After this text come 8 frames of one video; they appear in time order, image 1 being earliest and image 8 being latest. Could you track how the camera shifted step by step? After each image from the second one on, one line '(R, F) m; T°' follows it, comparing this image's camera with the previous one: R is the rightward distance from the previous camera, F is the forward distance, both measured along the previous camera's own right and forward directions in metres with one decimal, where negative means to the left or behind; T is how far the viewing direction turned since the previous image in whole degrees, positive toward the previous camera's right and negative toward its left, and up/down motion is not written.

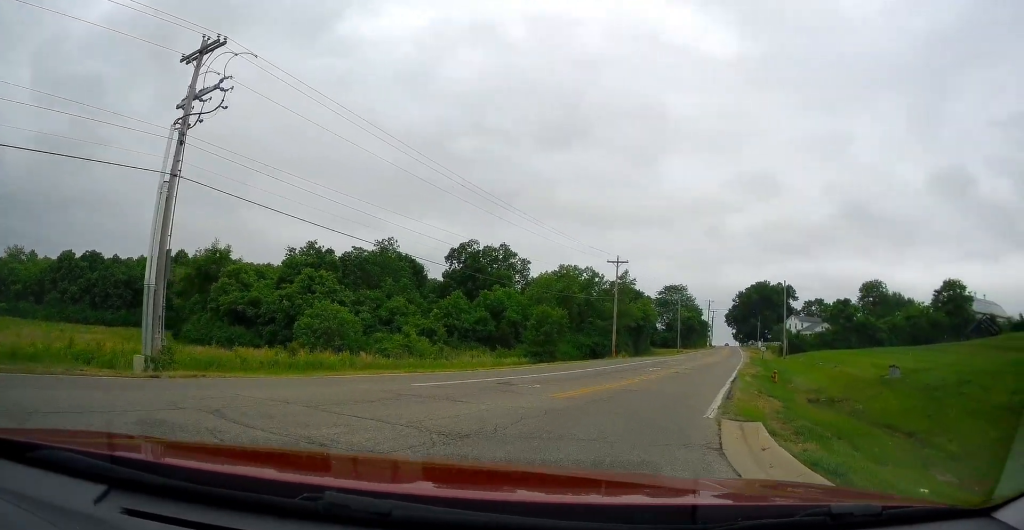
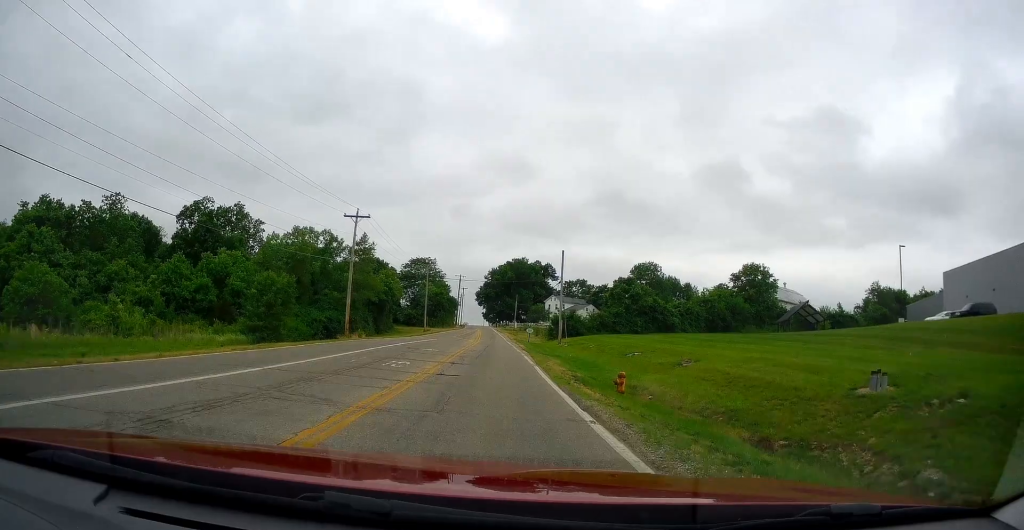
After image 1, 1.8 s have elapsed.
(+3.2, +15.4) m; +14°
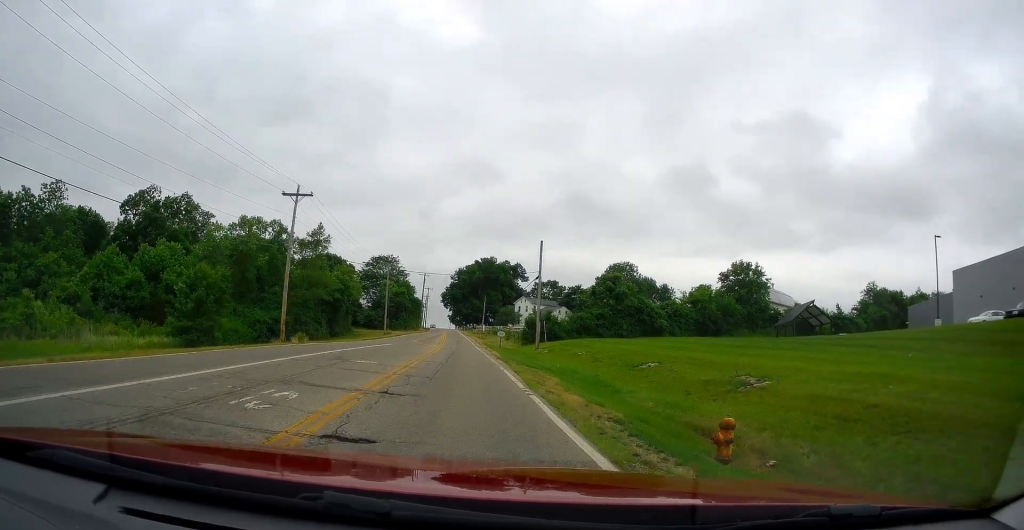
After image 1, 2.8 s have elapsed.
(0.0, +10.5) m; -2°
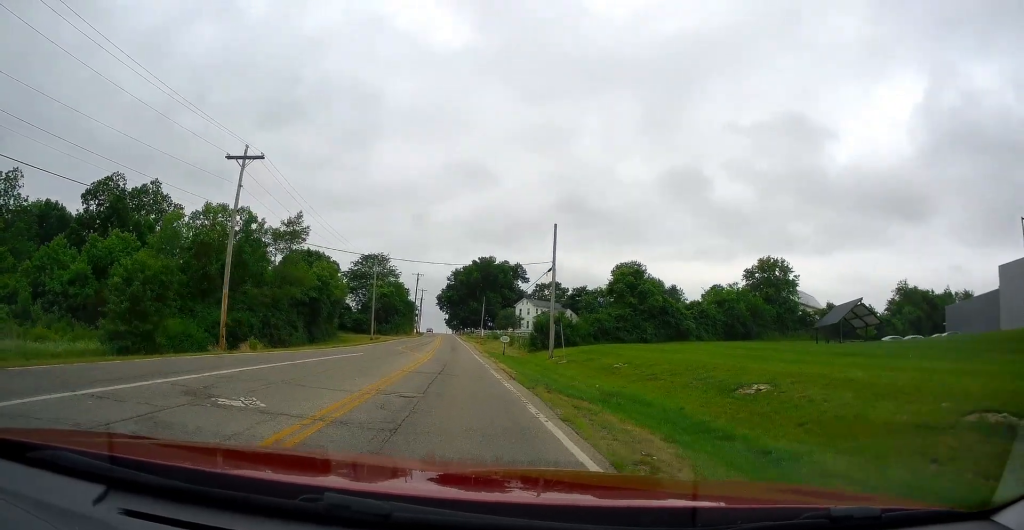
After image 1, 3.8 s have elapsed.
(-0.3, +11.5) m; -3°
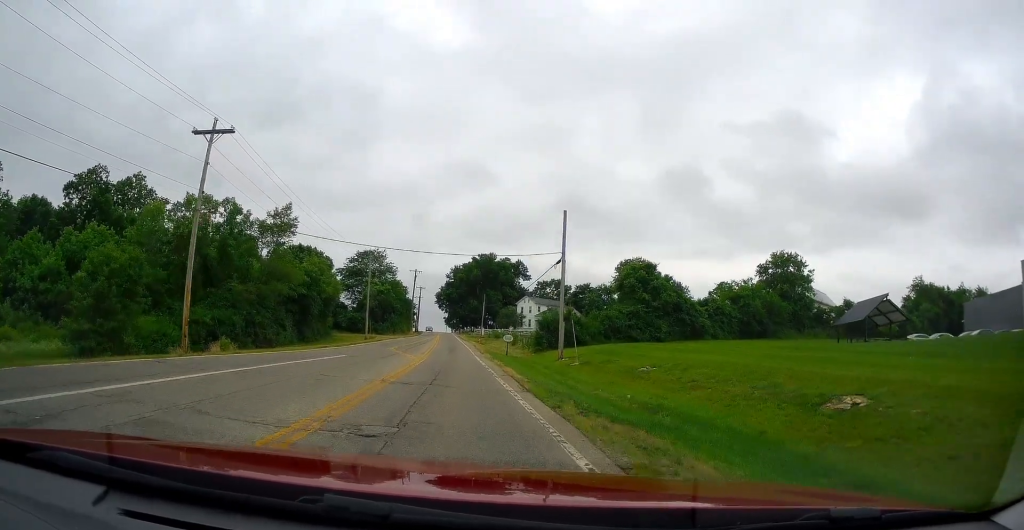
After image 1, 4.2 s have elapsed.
(0.0, +4.9) m; -1°
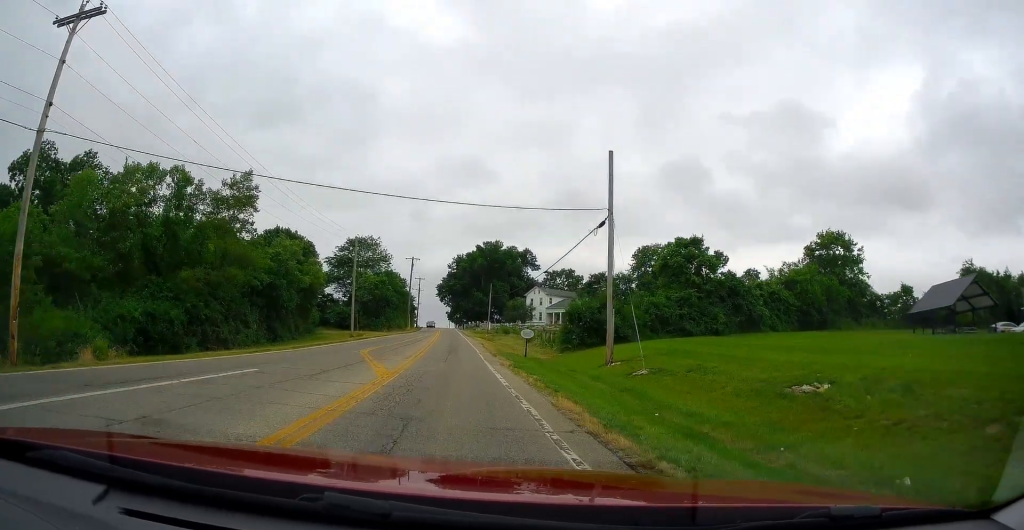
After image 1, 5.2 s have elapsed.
(-0.3, +13.5) m; -1°
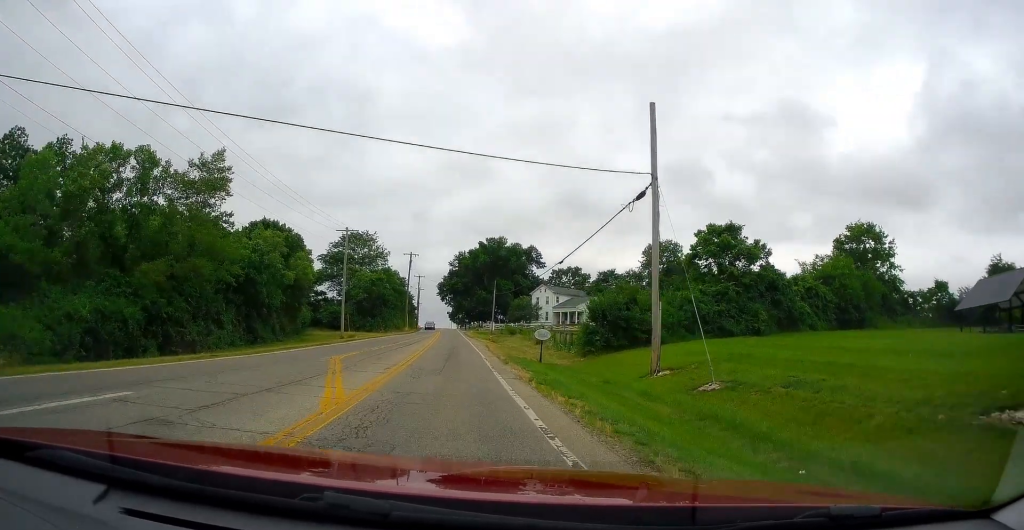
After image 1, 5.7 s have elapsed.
(0.0, +7.0) m; 0°
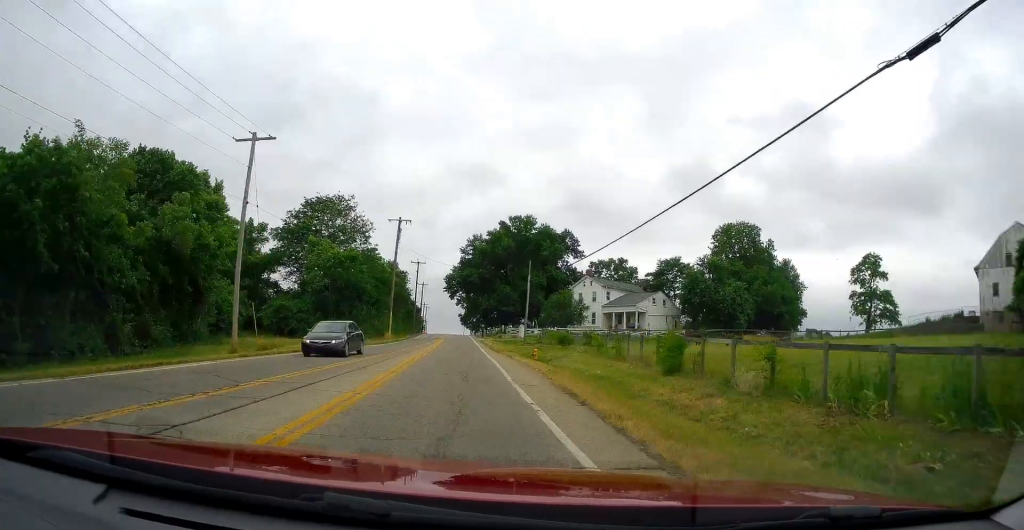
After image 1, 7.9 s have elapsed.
(-0.1, +33.0) m; 0°
